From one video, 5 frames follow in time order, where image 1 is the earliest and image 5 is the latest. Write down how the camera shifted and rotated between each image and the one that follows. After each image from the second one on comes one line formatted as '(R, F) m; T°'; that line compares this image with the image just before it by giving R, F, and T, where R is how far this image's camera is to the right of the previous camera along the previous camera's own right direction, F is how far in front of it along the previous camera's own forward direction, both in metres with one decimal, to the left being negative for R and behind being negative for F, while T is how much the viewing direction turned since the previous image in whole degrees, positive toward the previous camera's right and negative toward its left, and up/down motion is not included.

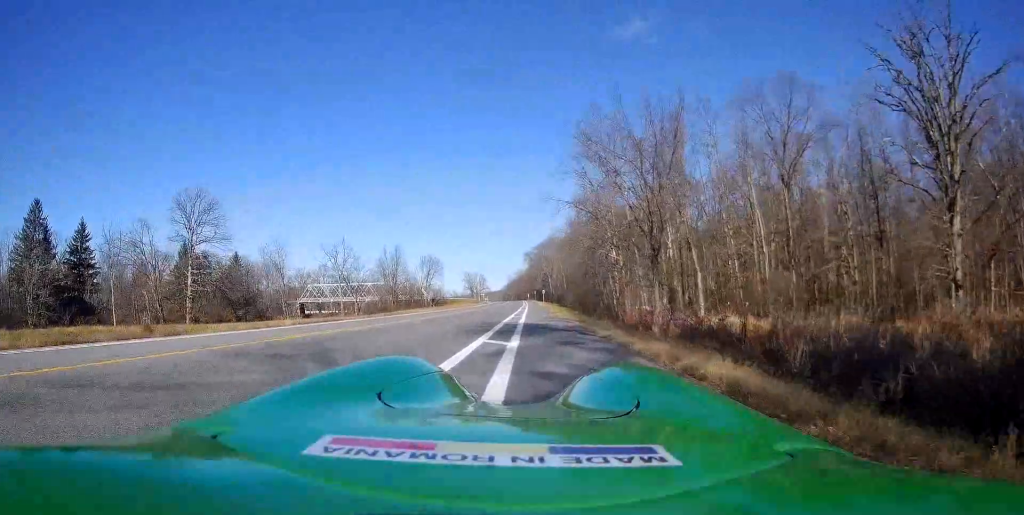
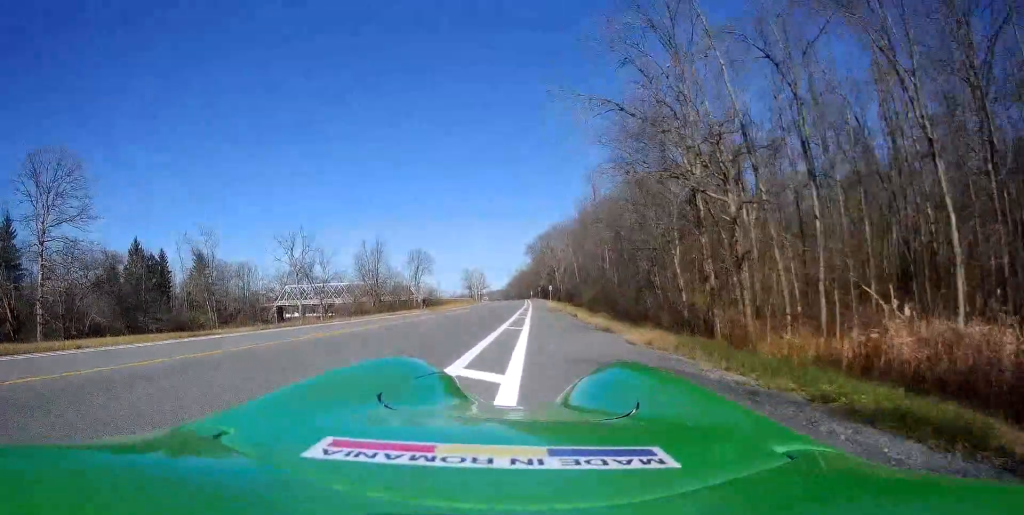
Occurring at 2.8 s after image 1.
(-0.9, +23.6) m; -1°
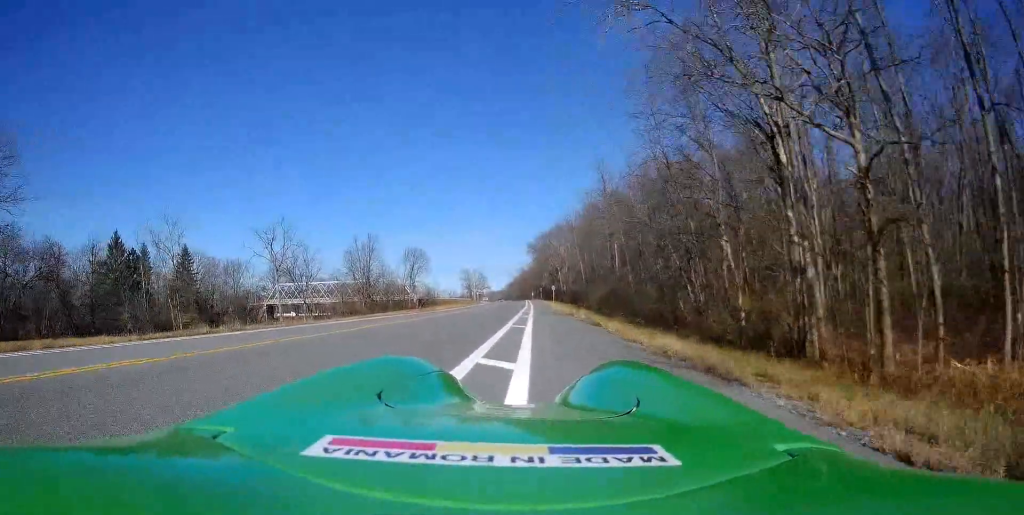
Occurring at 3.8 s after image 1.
(+0.2, +8.3) m; +1°
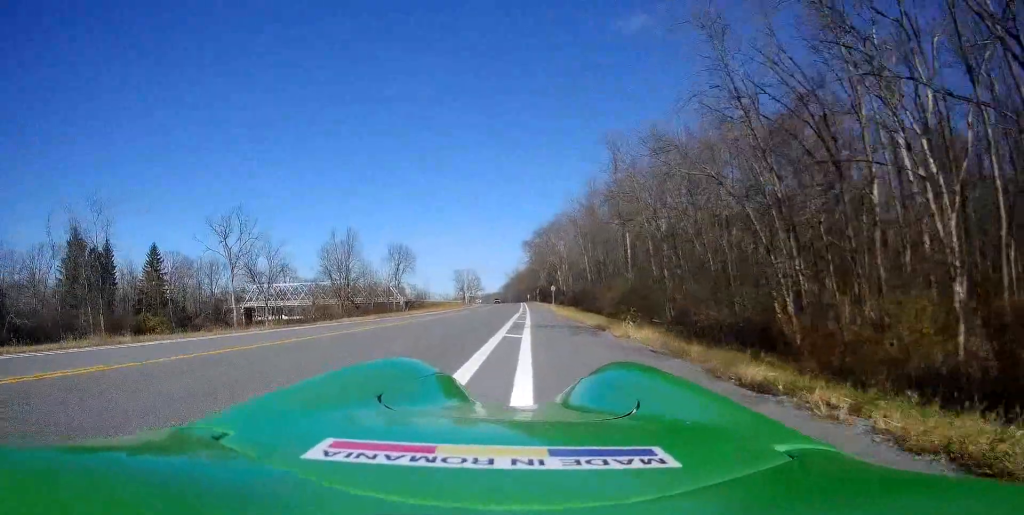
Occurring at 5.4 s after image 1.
(-0.1, +13.1) m; -3°
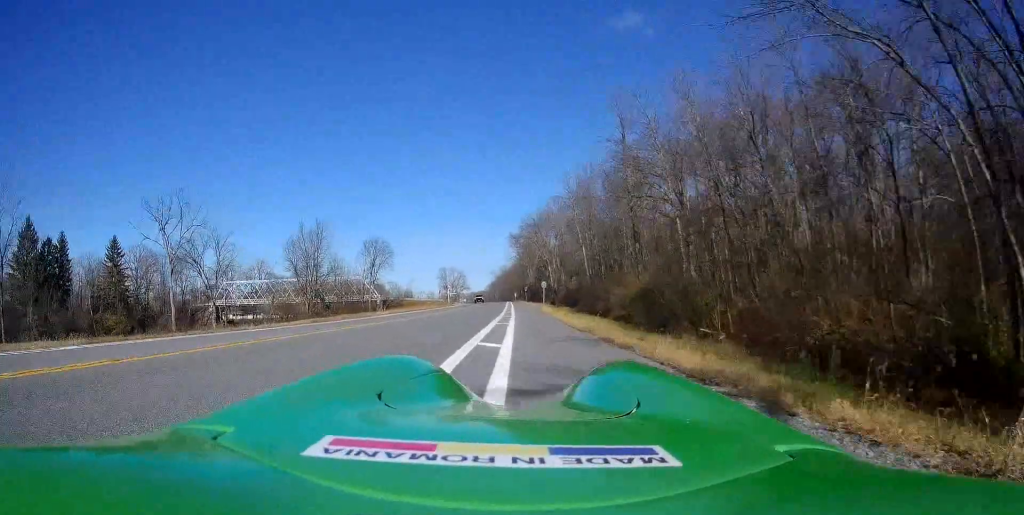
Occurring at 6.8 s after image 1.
(+0.3, +11.5) m; +3°
